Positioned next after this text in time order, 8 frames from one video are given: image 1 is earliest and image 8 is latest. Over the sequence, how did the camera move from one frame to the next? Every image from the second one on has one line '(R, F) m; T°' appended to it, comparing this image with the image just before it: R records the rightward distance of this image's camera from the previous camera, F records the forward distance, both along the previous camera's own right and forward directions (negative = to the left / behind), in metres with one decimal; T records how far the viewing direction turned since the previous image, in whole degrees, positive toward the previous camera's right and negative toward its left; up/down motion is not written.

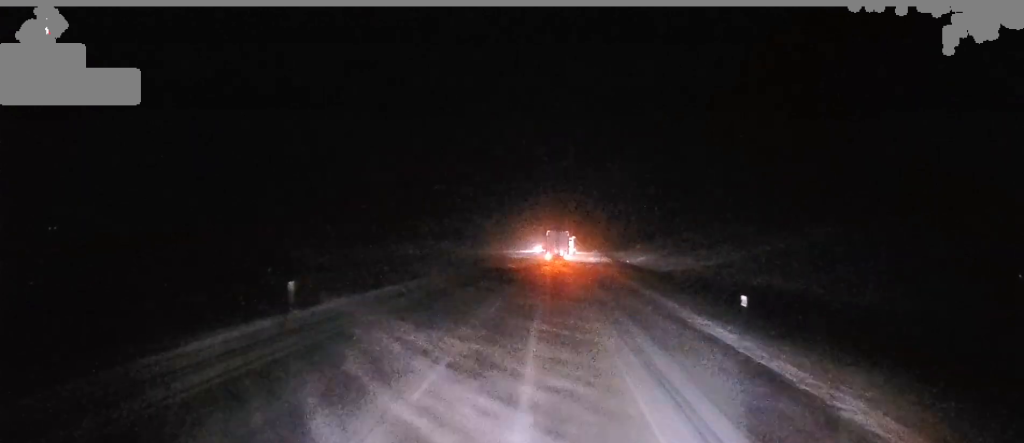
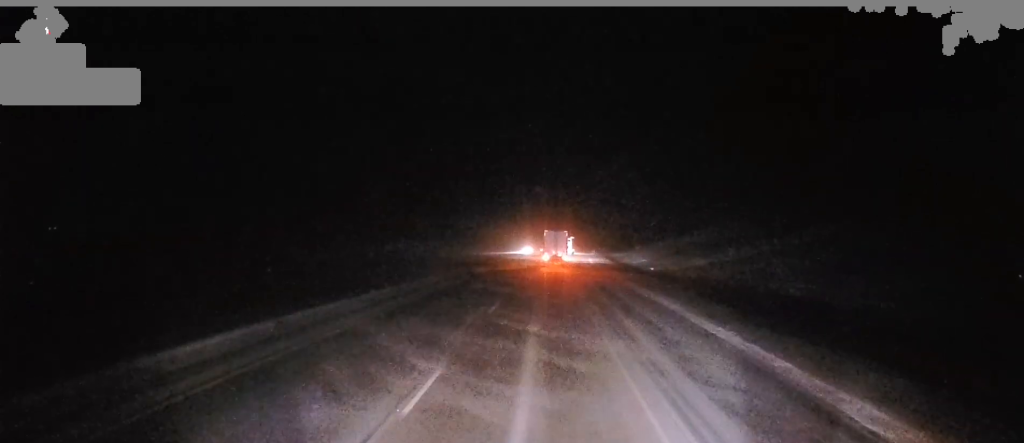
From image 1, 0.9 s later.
(0.0, +12.6) m; 0°
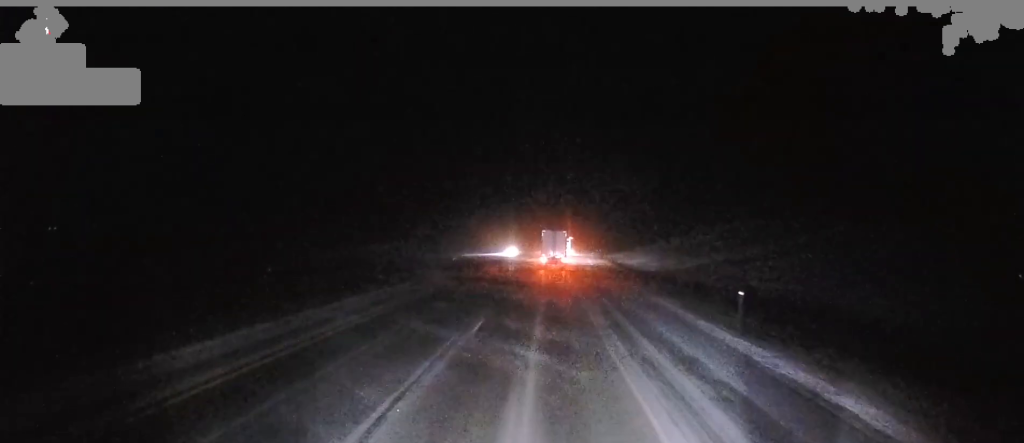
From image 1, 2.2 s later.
(0.0, +16.6) m; 0°
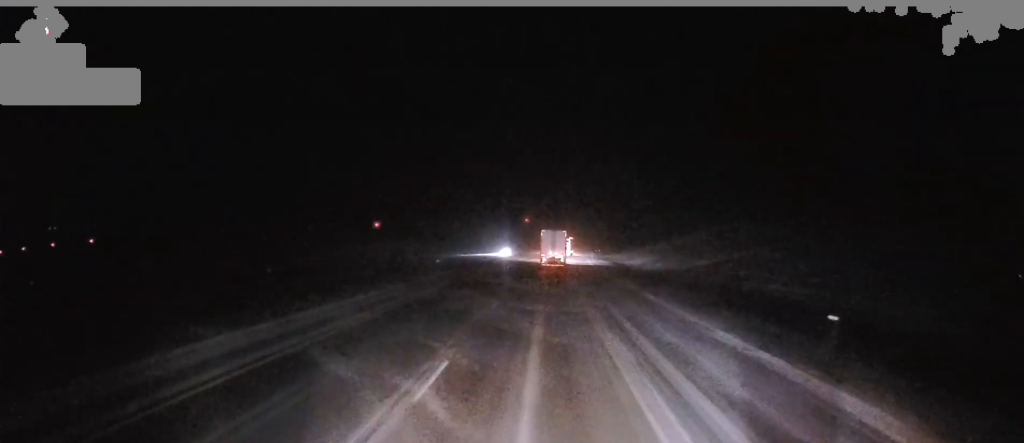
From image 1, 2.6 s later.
(0.0, +5.8) m; 0°
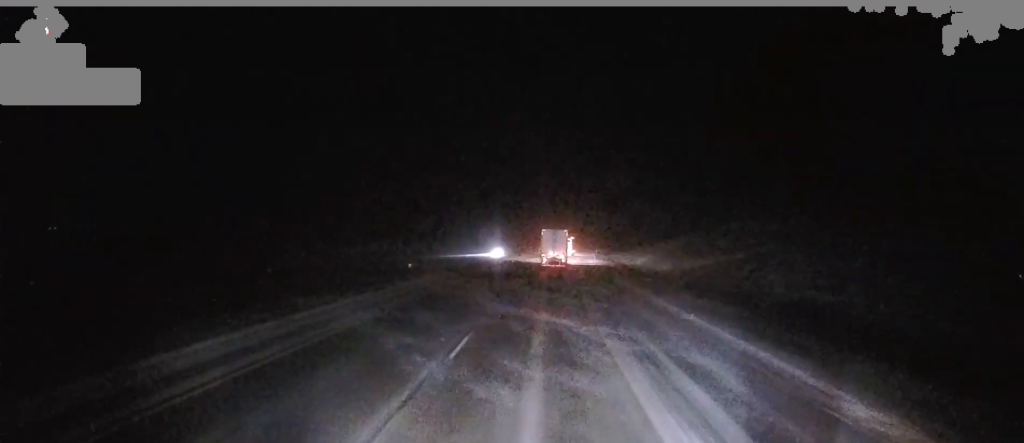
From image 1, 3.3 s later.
(0.0, +8.5) m; 0°
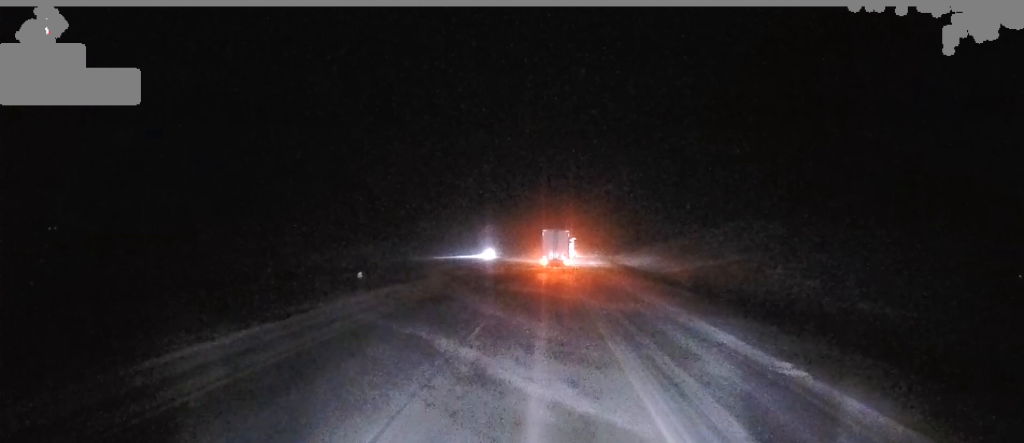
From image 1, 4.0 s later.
(0.0, +9.4) m; 0°
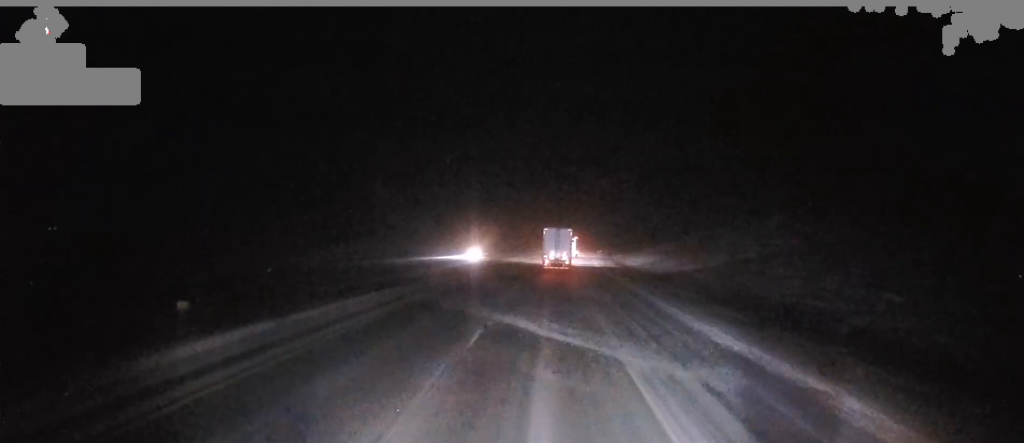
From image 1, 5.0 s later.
(0.0, +13.3) m; 0°
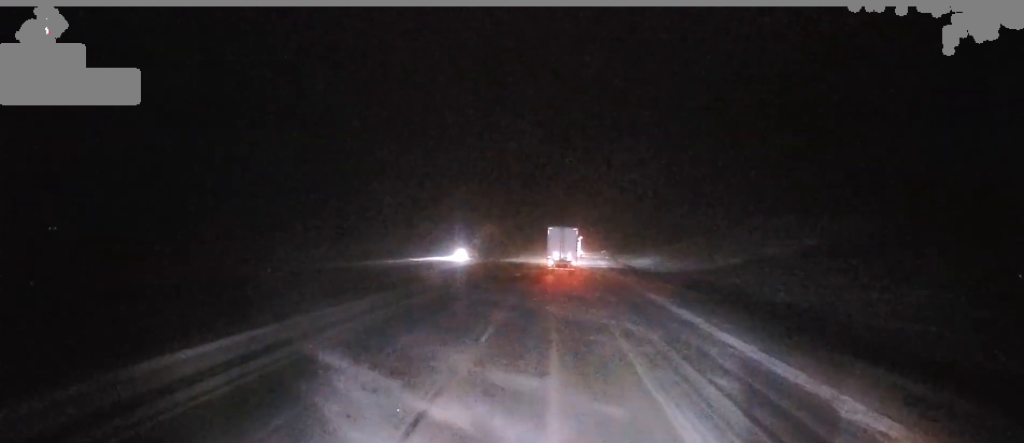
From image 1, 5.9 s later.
(0.0, +11.9) m; -1°
